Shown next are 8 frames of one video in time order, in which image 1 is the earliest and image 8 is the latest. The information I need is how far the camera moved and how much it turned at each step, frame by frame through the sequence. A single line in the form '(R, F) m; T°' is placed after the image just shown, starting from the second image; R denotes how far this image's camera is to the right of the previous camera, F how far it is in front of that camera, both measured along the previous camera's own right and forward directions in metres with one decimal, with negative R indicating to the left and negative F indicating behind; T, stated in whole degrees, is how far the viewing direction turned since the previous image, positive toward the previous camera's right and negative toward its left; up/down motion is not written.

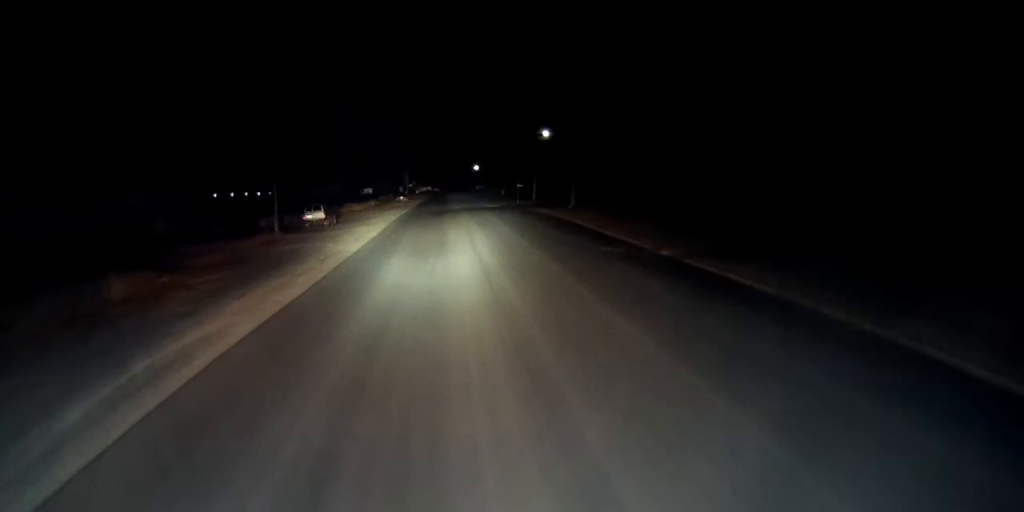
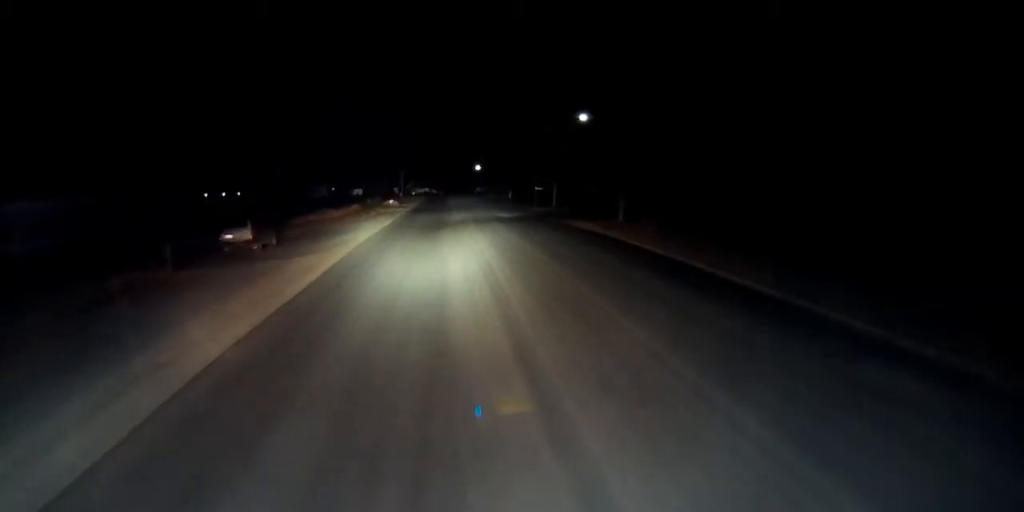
(-0.1, +22.1) m; 0°
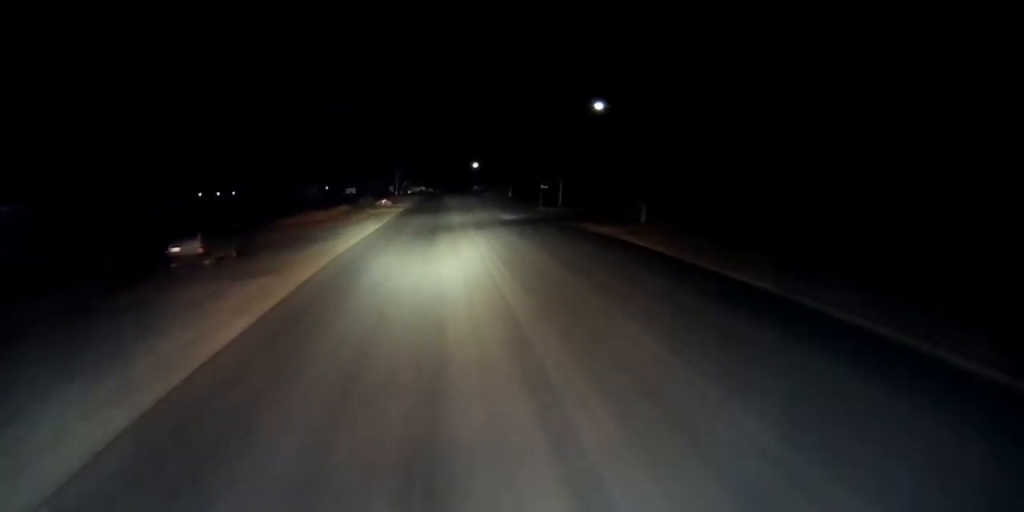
(+0.1, +7.3) m; 0°
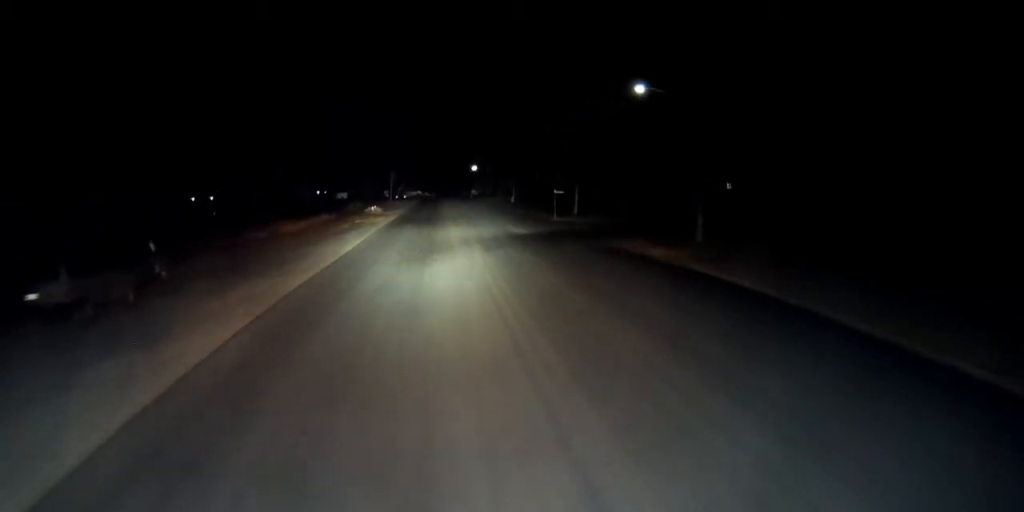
(-0.1, +11.2) m; -1°
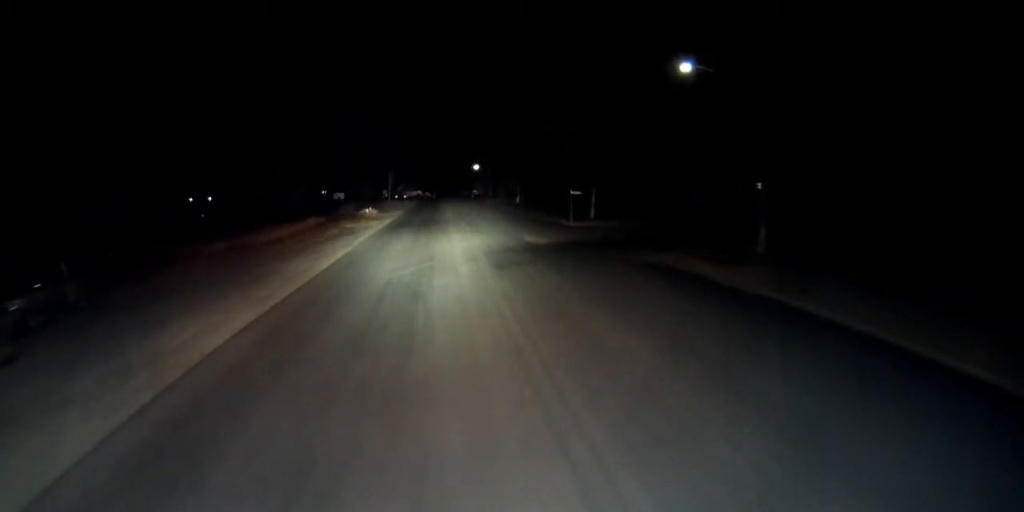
(0.0, +7.7) m; 0°
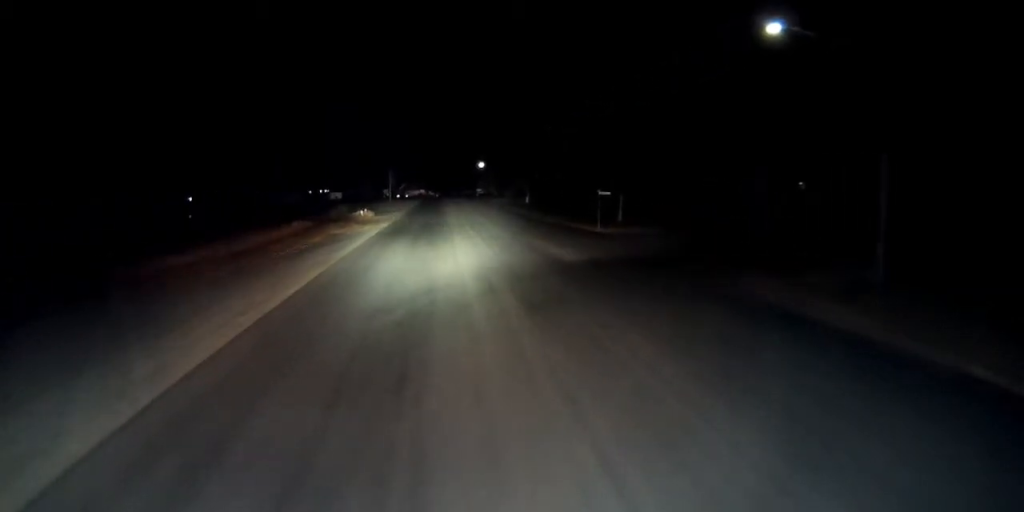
(0.0, +8.9) m; 0°
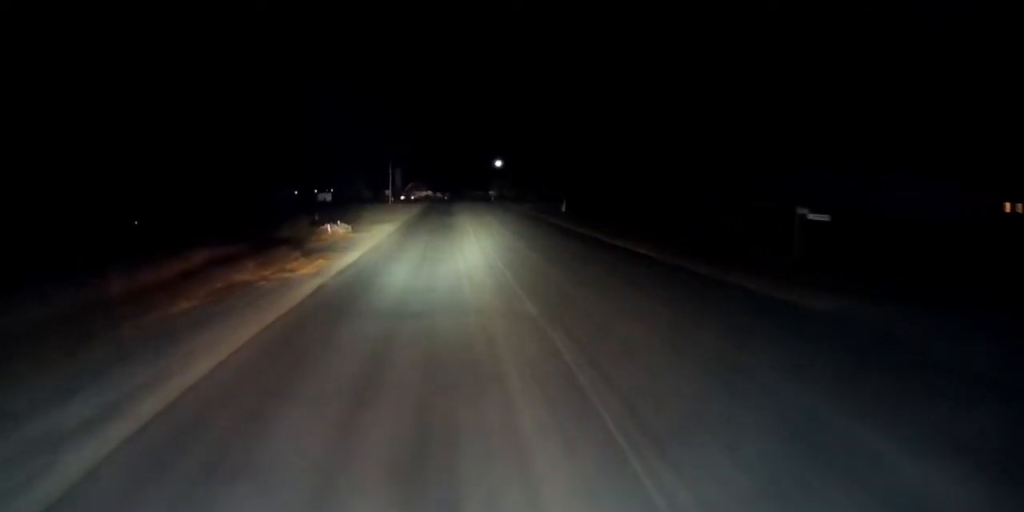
(-0.1, +27.0) m; 0°
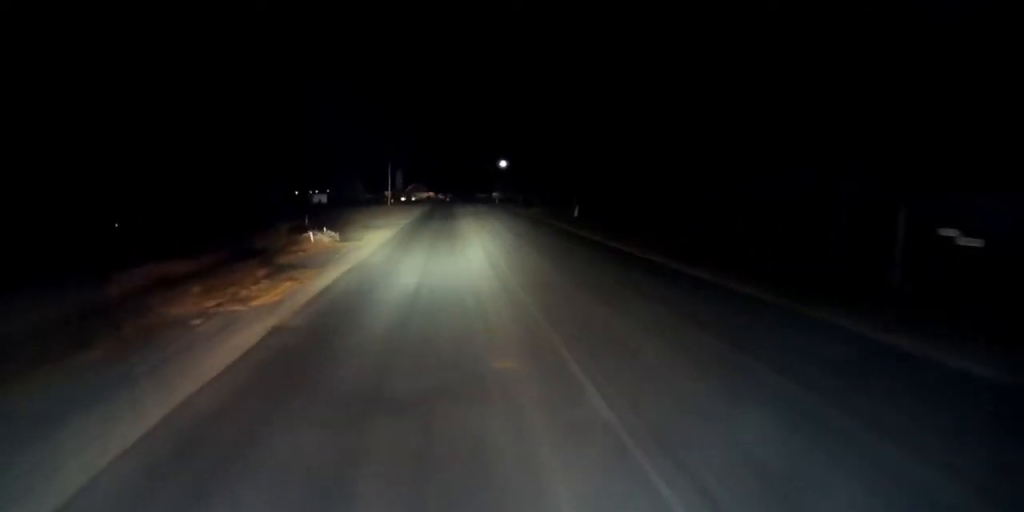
(0.0, +7.2) m; 0°
